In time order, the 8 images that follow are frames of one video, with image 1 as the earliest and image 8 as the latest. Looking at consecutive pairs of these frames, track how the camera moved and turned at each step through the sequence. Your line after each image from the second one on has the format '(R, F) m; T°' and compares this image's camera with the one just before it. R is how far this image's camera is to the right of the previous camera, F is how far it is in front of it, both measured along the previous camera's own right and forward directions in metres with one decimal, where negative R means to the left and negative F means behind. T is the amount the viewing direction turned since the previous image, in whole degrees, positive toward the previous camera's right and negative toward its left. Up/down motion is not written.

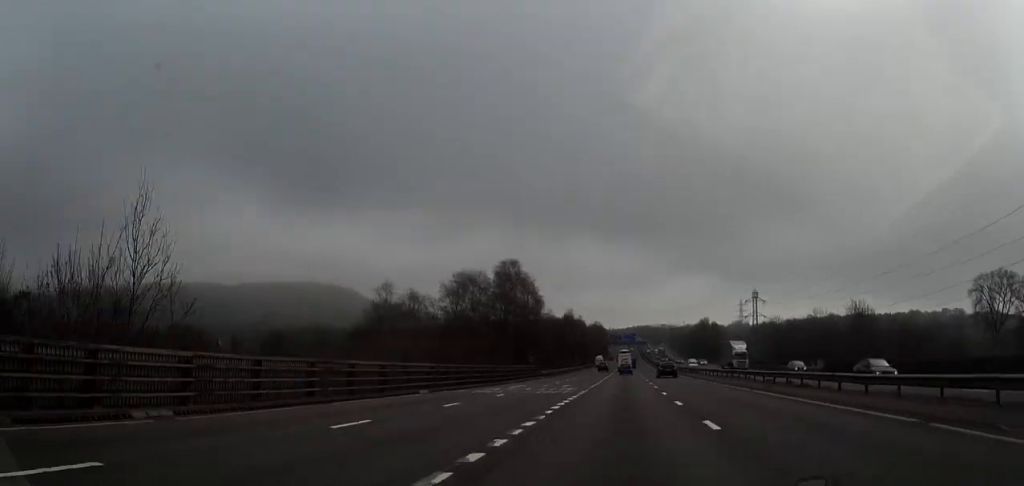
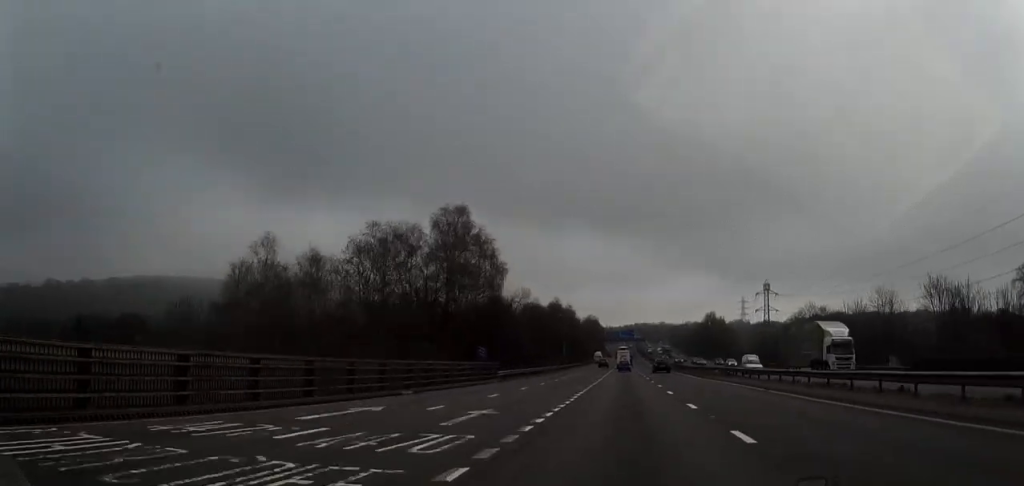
(-0.2, +29.8) m; 0°
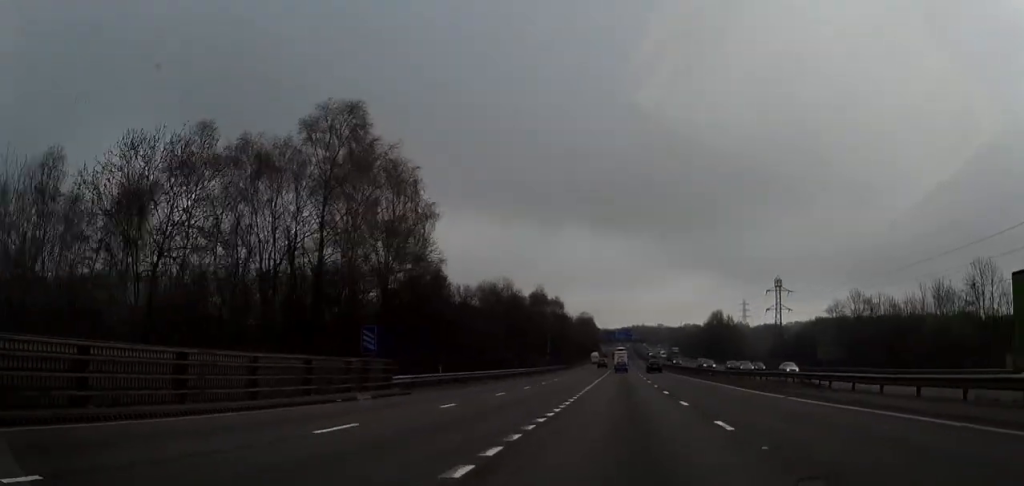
(+0.1, +26.0) m; +1°
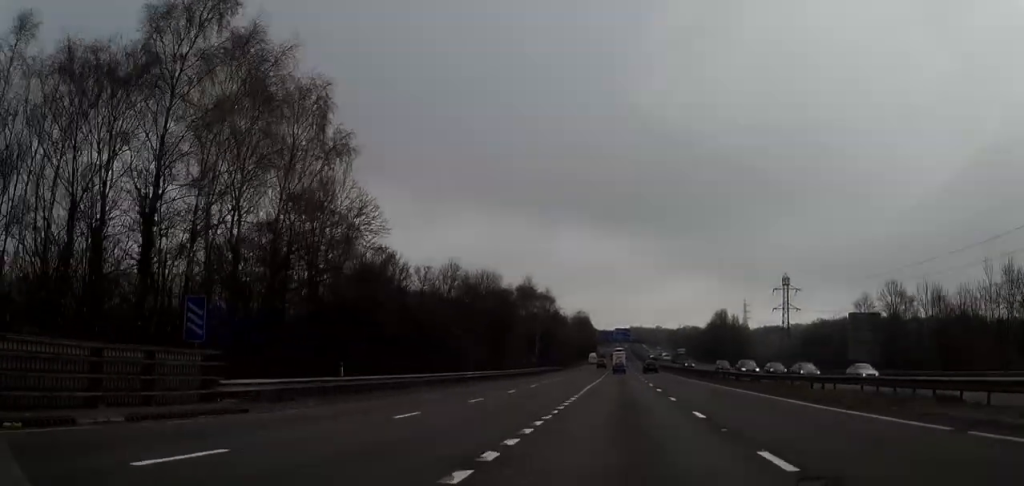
(+0.1, +14.3) m; +1°
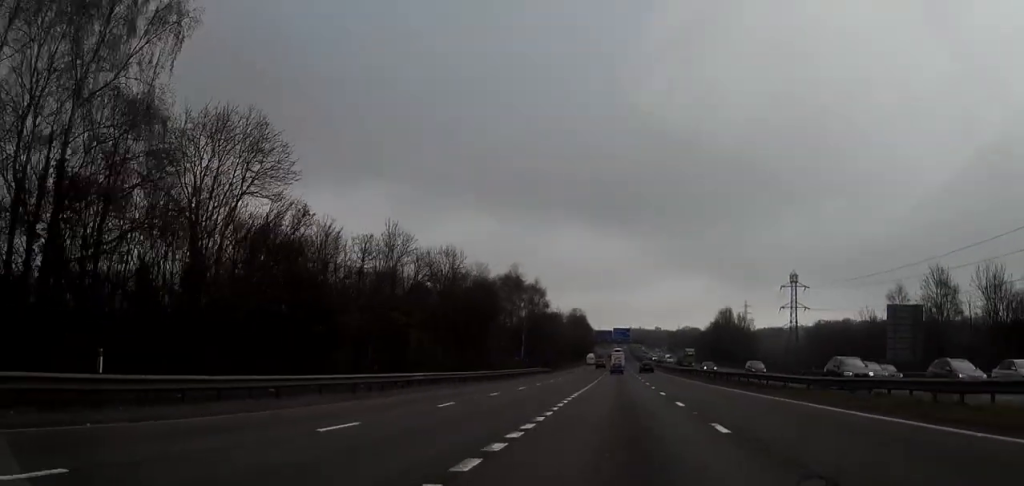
(+0.1, +13.4) m; 0°
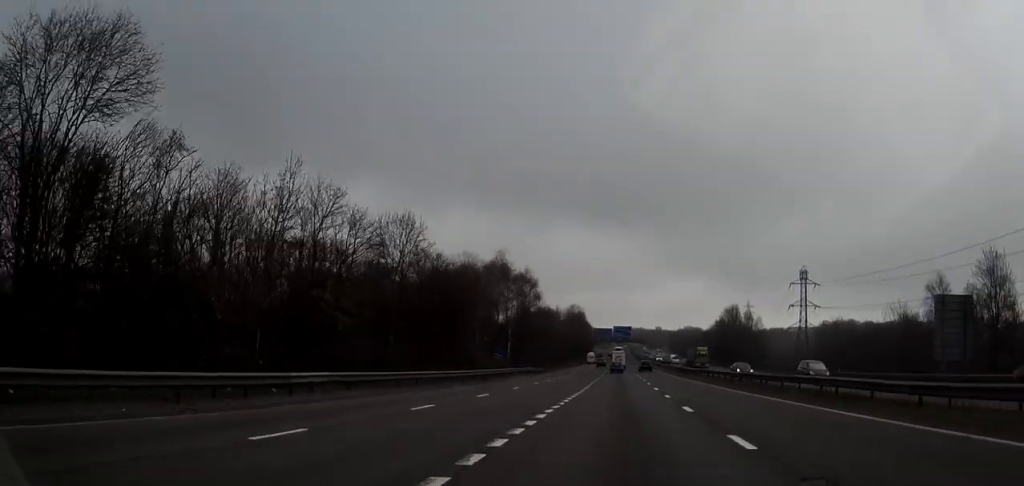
(+0.1, +11.8) m; 0°
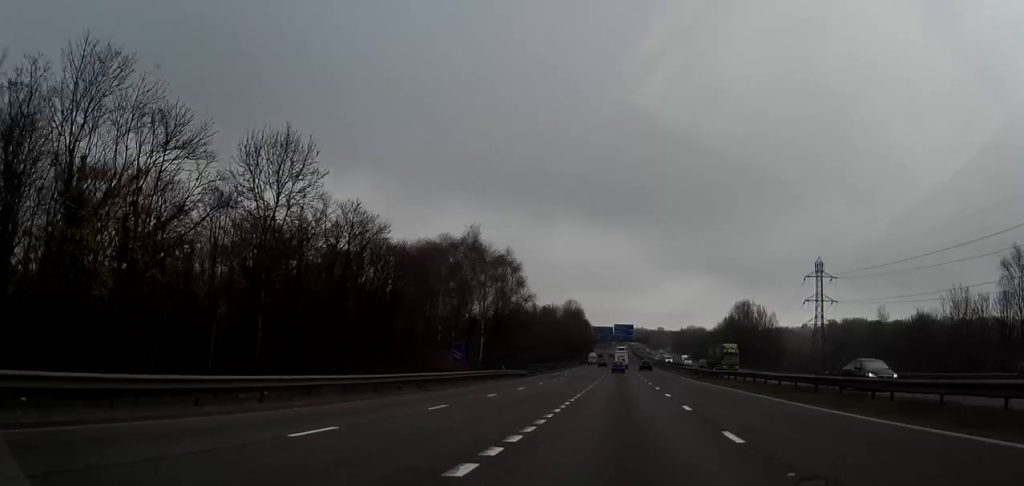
(0.0, +16.8) m; 0°
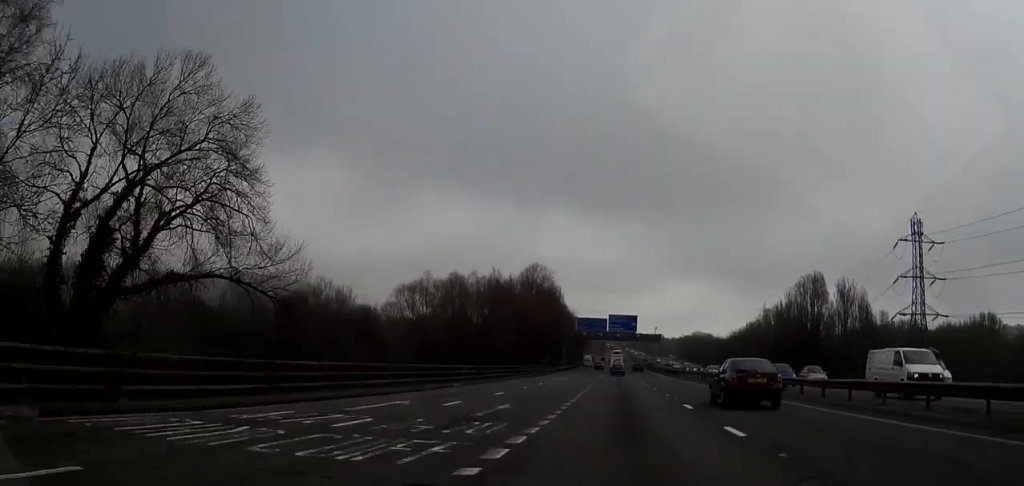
(-0.5, +71.5) m; -1°
